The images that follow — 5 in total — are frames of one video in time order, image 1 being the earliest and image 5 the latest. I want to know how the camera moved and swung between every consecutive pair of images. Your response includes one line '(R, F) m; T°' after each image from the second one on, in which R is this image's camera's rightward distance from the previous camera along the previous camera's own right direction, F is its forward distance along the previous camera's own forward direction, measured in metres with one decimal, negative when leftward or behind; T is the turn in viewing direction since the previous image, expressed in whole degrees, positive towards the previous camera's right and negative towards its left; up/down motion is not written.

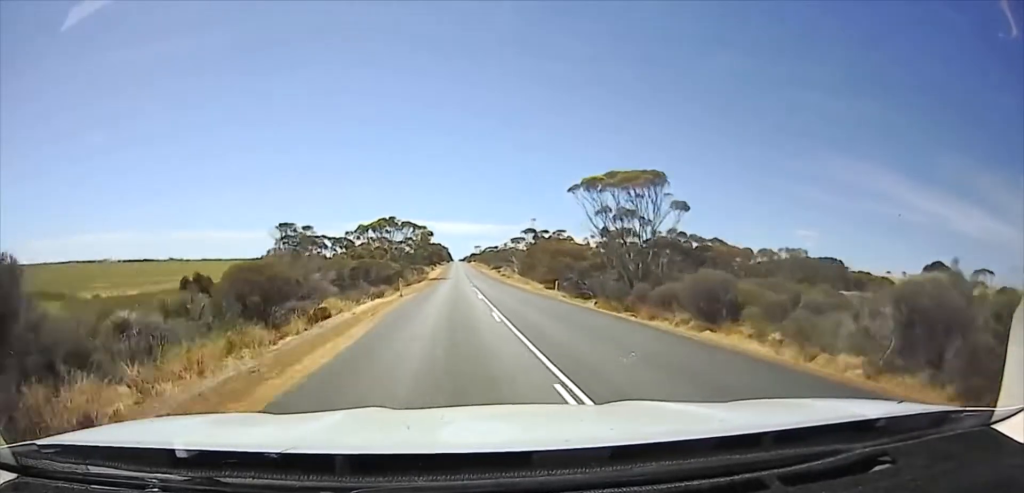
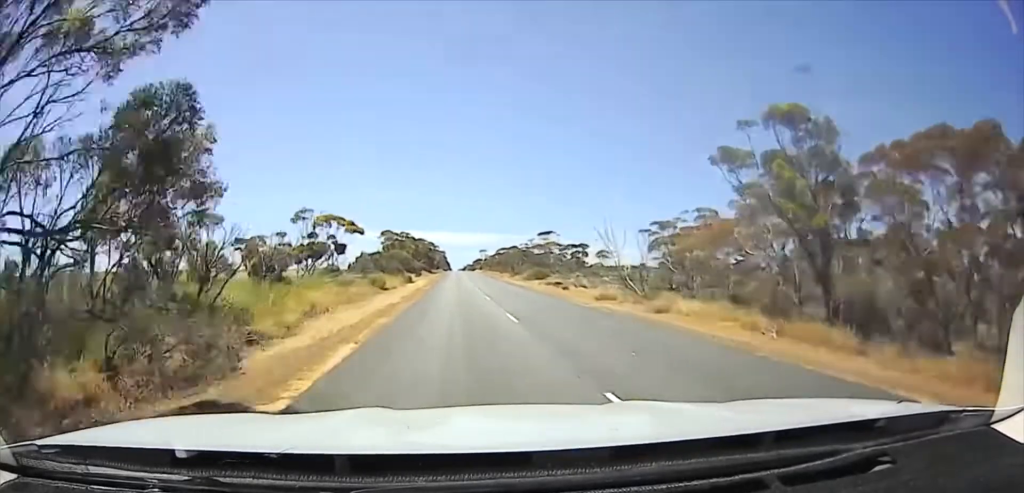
(0.0, +61.1) m; 0°
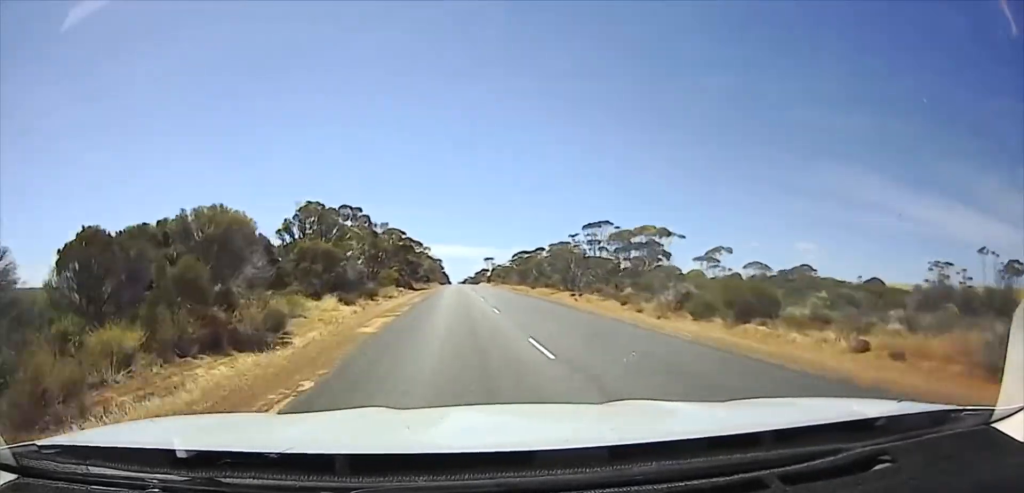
(0.0, +42.7) m; 0°
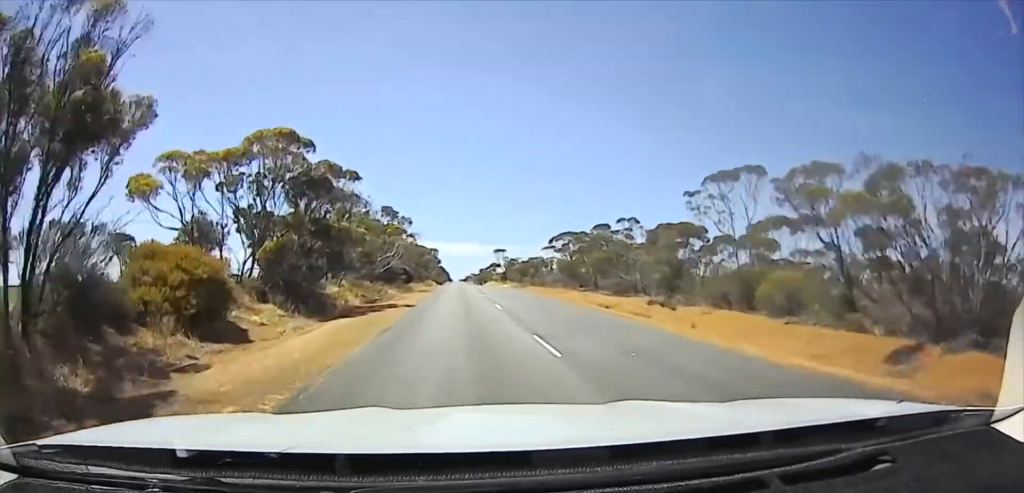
(0.0, +37.7) m; 0°
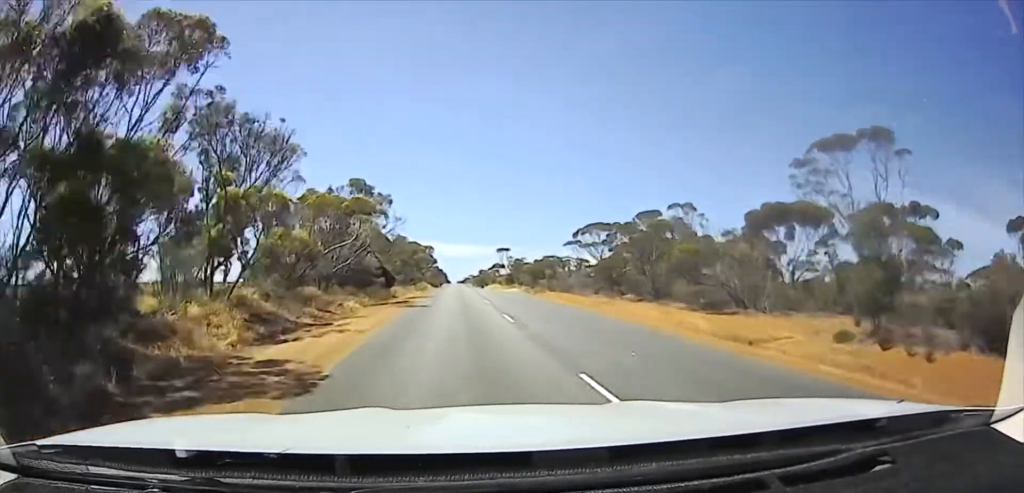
(0.0, +15.2) m; 0°
